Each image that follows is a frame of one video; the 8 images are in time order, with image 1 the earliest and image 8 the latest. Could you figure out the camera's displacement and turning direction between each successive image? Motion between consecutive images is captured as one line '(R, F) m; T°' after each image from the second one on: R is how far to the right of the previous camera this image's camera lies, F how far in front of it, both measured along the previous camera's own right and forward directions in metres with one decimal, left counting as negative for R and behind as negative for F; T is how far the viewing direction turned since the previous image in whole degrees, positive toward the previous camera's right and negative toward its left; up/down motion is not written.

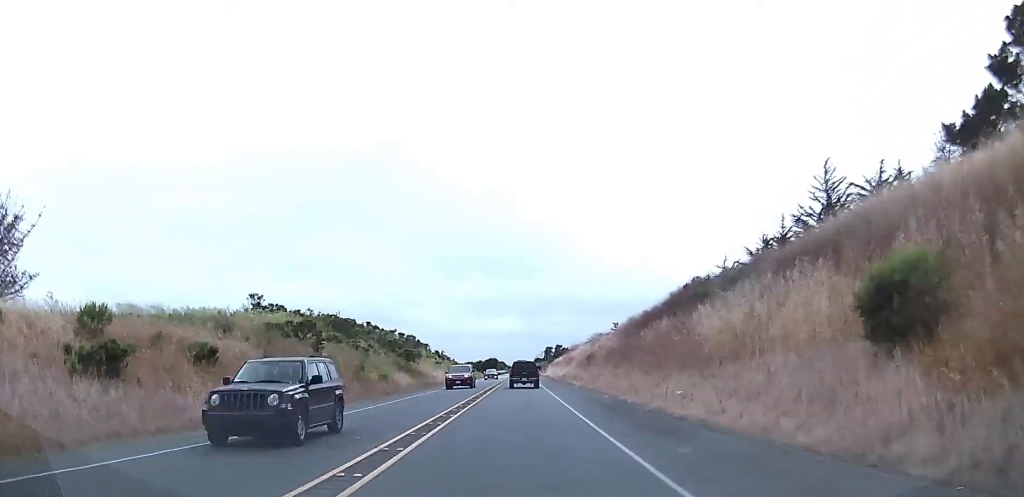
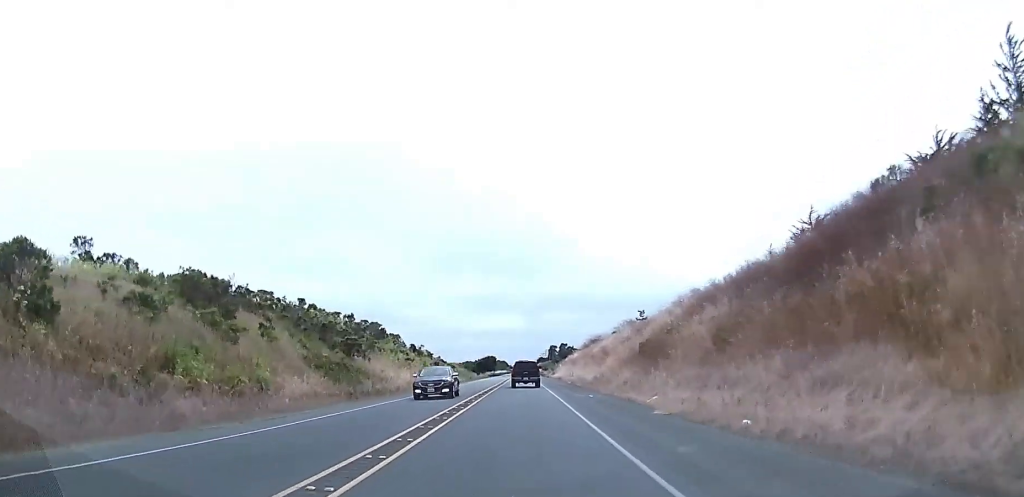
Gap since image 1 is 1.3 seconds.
(0.0, +33.7) m; 0°
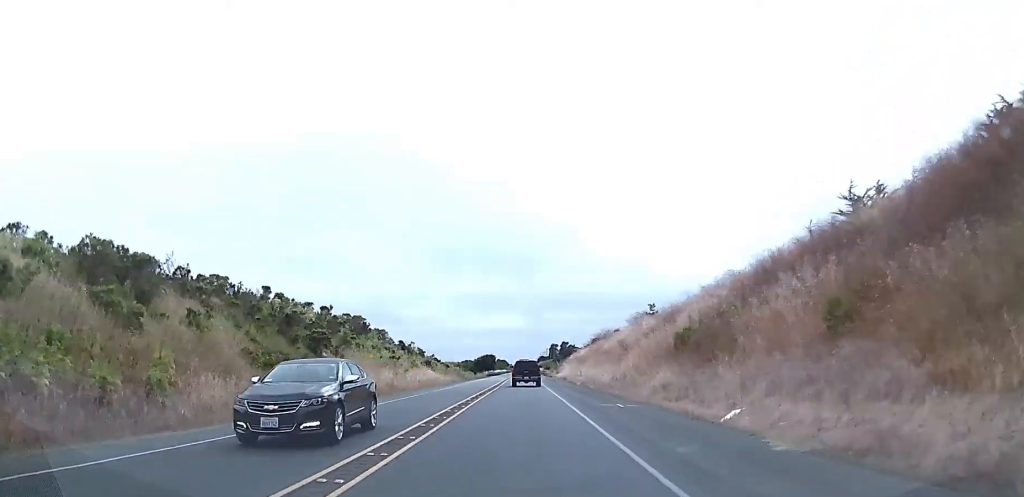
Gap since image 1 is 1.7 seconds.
(-0.1, +10.4) m; 0°
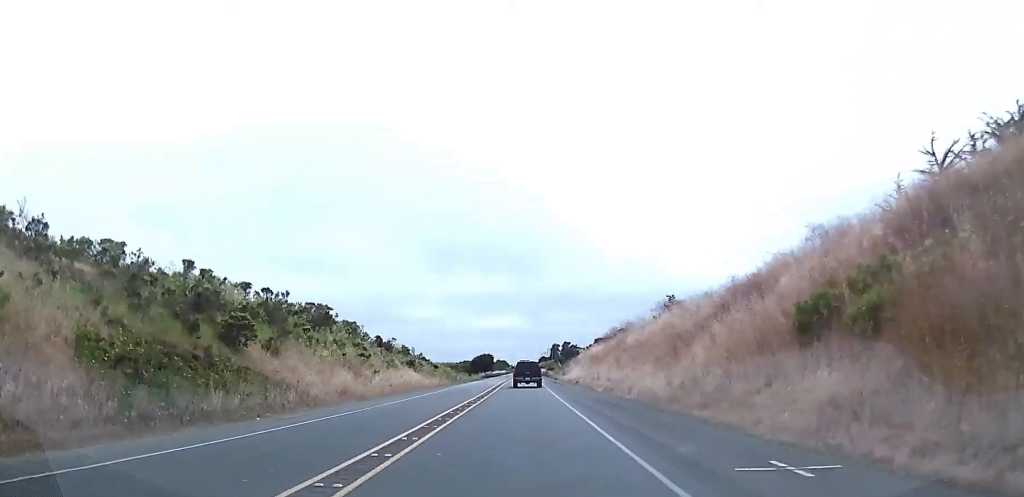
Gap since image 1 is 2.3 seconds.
(0.0, +15.7) m; 0°
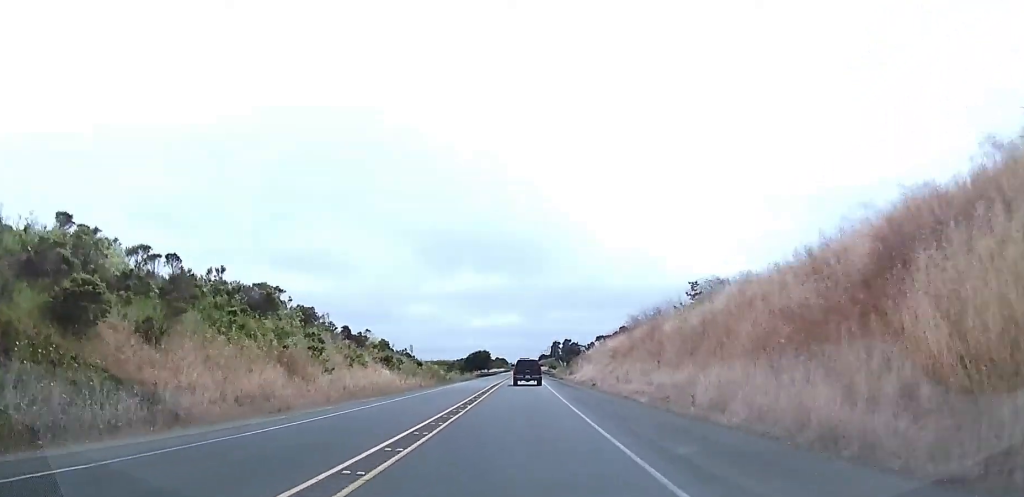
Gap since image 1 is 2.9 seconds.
(+0.1, +14.9) m; 0°
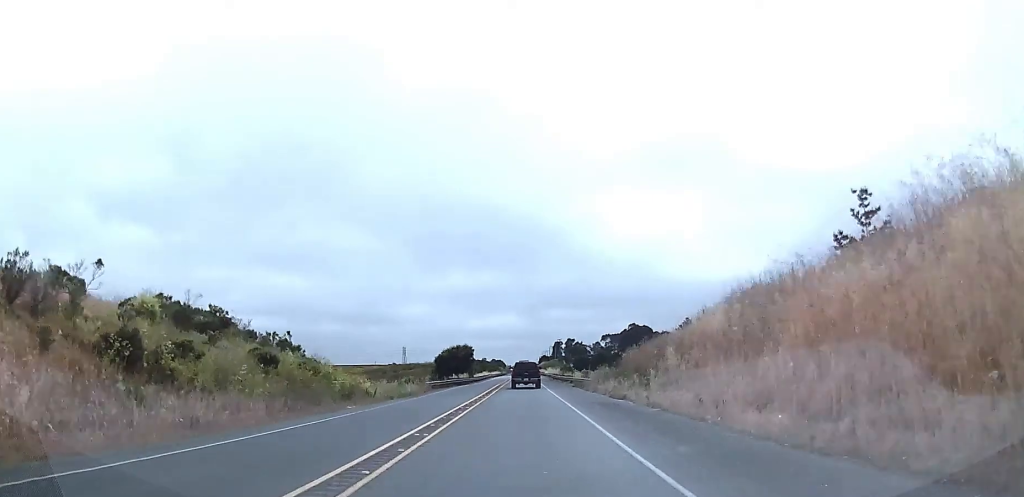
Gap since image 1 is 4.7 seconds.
(+0.1, +49.5) m; 0°
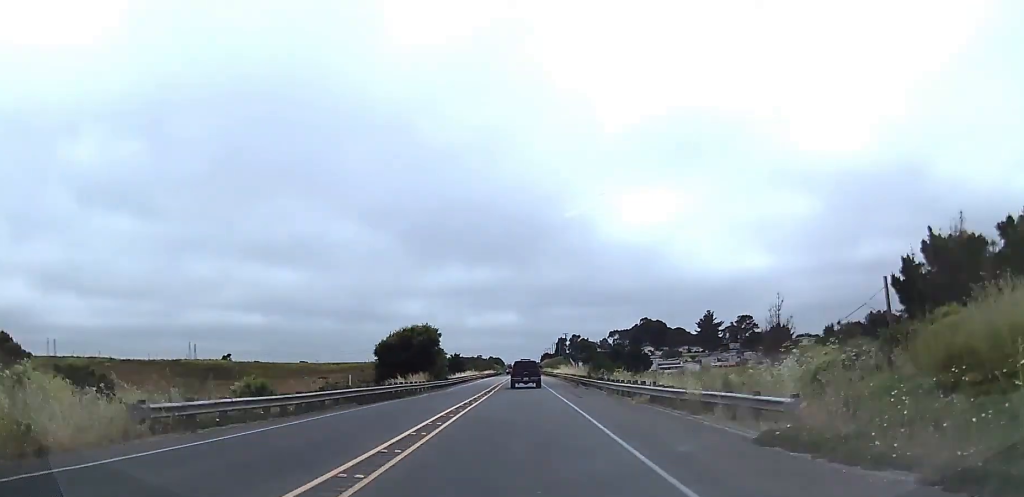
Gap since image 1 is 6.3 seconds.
(0.0, +43.1) m; -1°
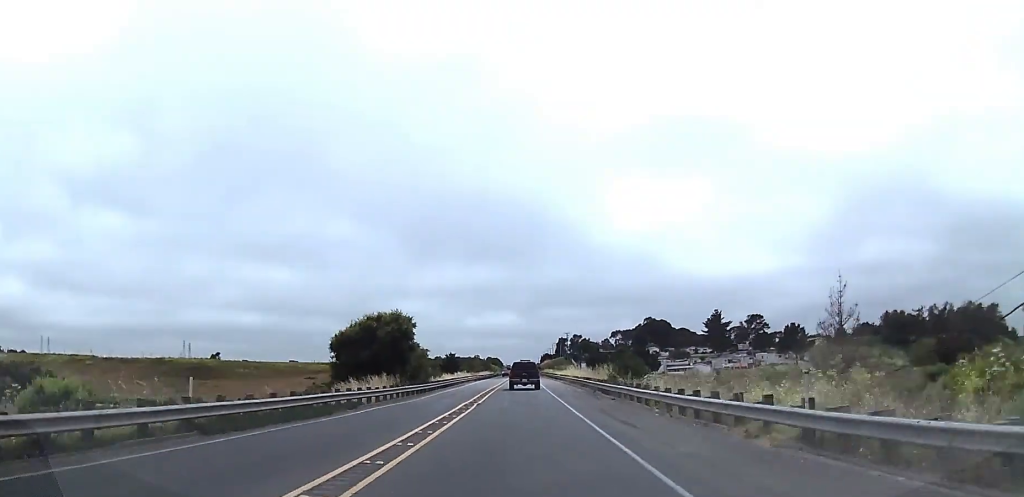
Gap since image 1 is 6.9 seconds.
(-0.4, +14.5) m; 0°
